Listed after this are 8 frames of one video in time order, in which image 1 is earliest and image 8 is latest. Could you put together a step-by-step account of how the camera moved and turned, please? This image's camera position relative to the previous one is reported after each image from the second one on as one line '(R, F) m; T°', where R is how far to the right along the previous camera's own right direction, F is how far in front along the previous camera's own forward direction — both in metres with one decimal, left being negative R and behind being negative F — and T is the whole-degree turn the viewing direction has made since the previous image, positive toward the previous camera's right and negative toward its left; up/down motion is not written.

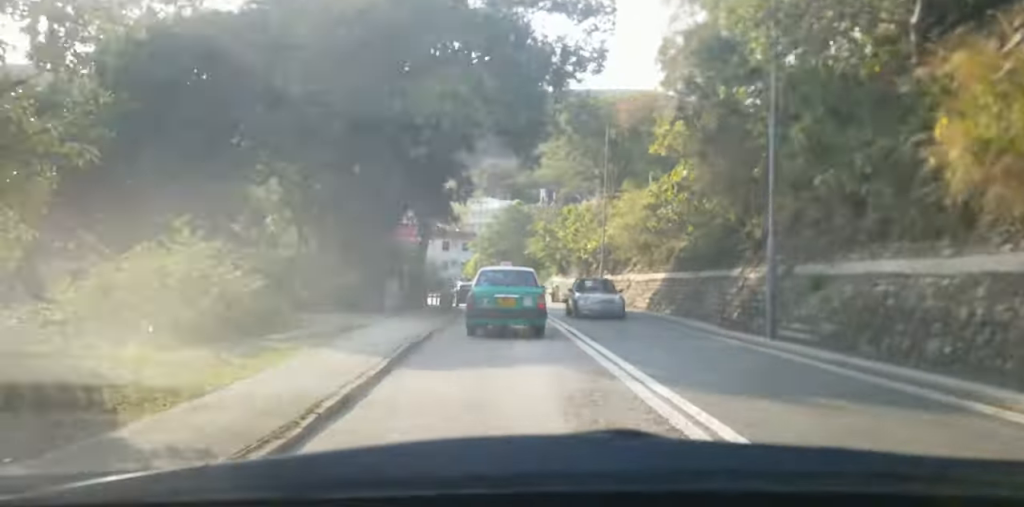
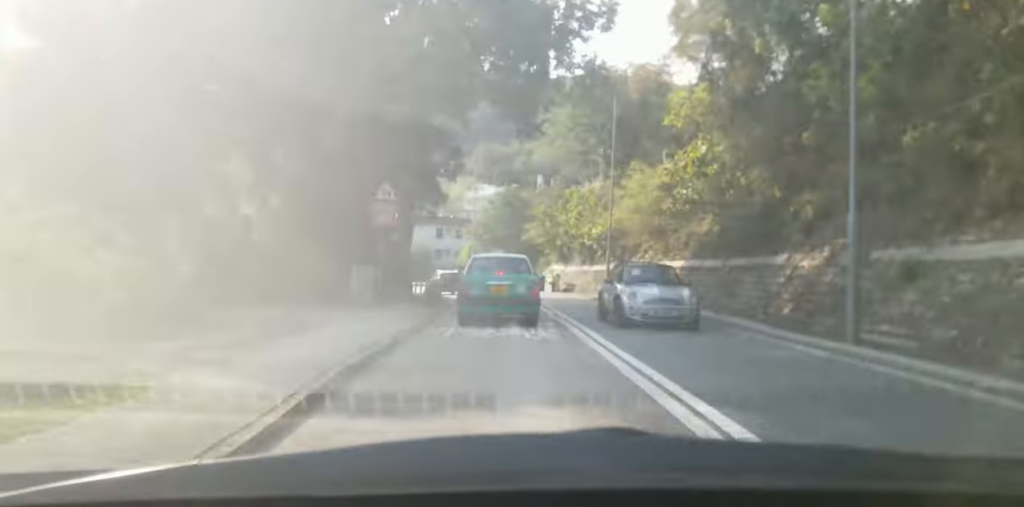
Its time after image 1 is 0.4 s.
(-0.1, +4.2) m; -1°
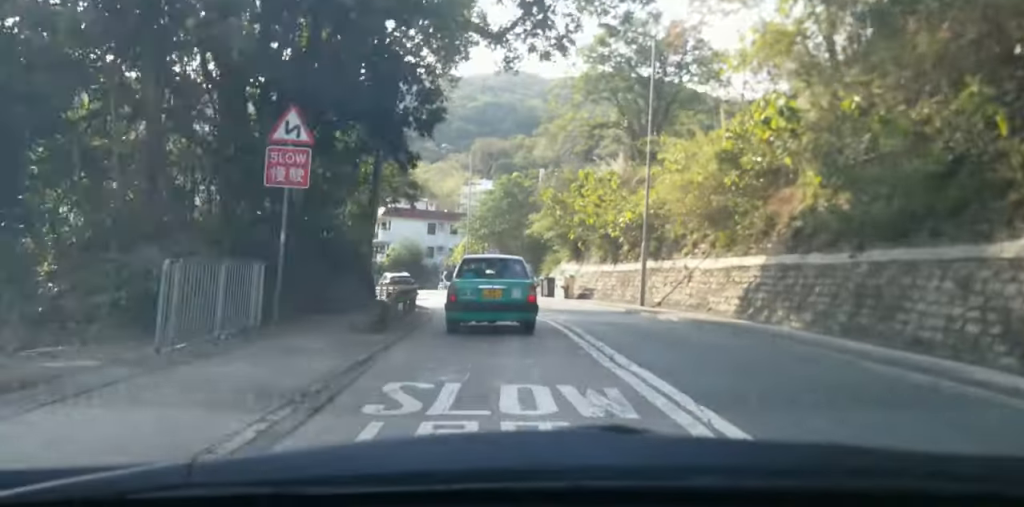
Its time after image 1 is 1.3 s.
(-0.2, +9.0) m; -1°
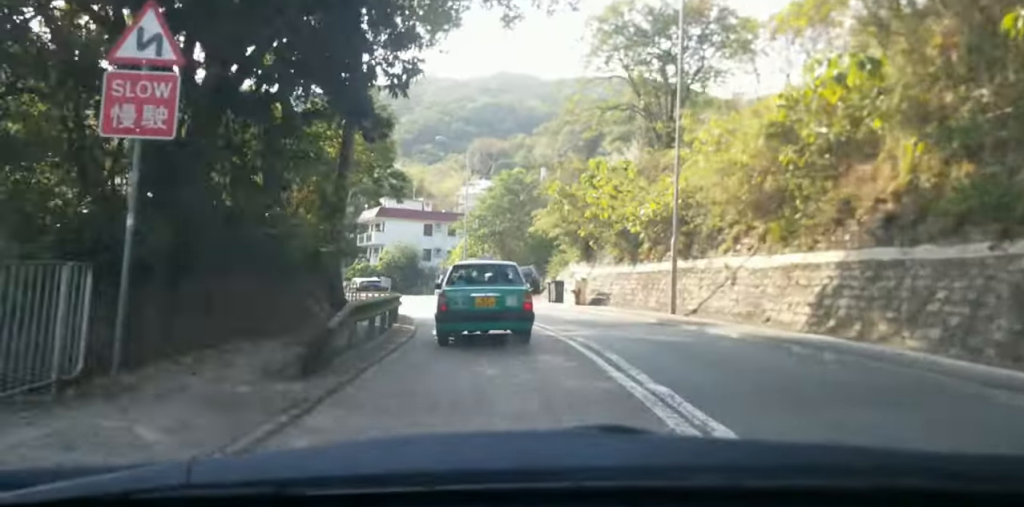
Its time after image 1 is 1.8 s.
(0.0, +4.8) m; 0°
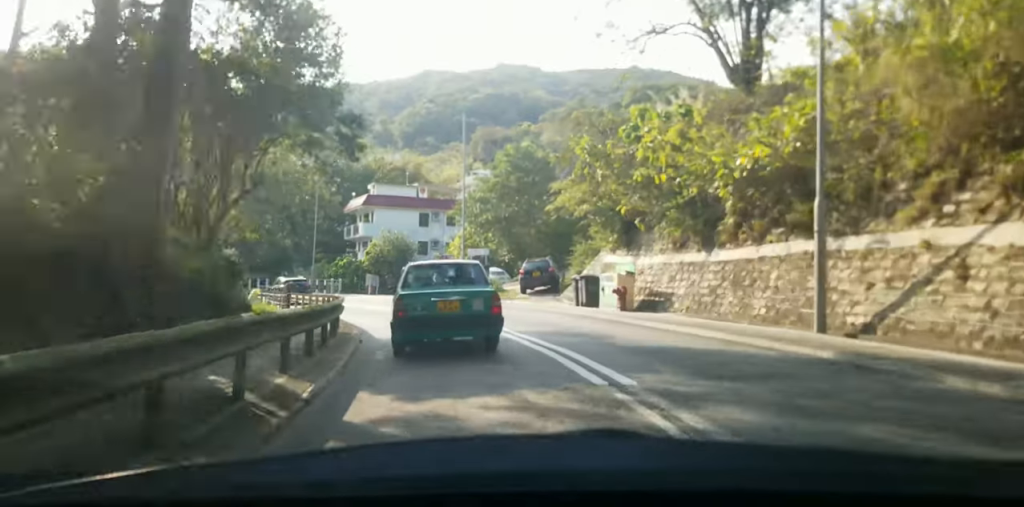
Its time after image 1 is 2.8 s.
(0.0, +10.3) m; 0°
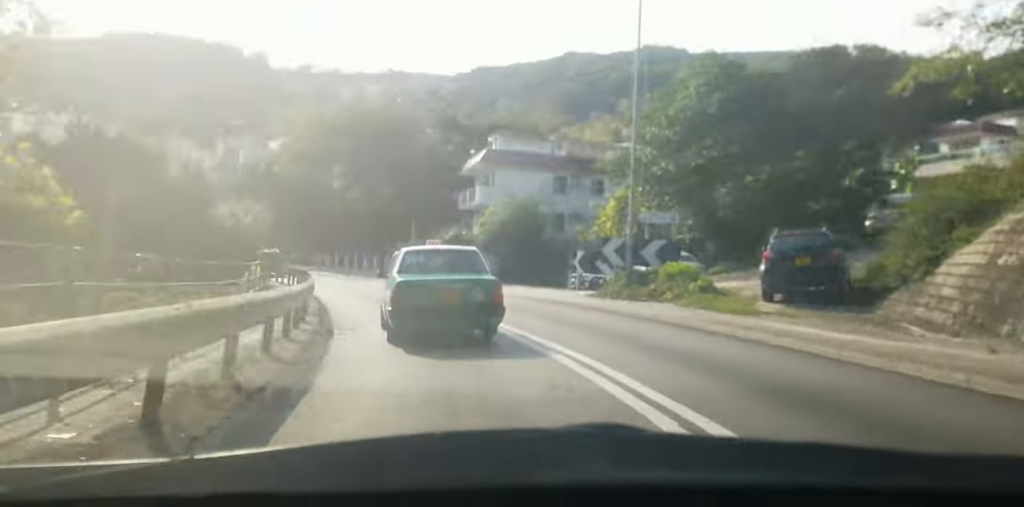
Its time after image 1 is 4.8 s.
(-0.6, +18.8) m; -7°
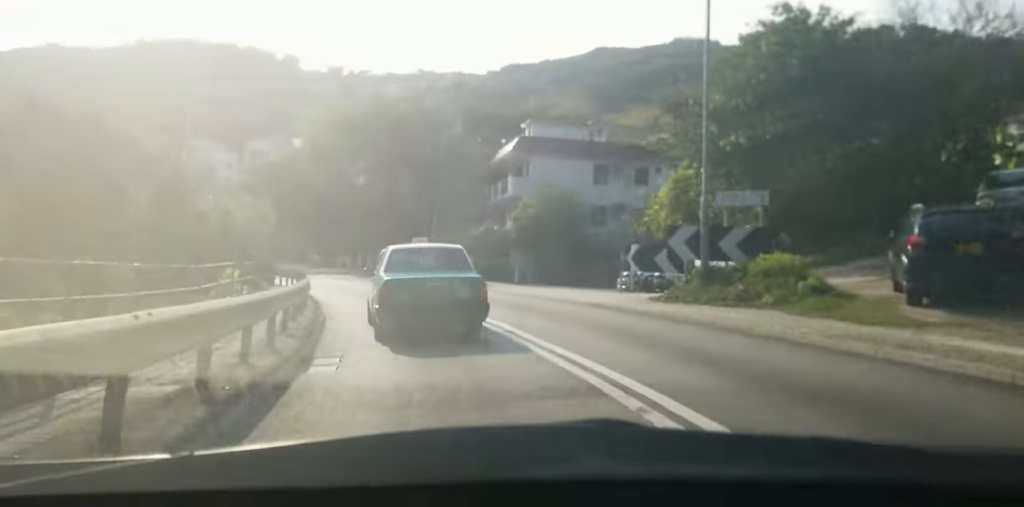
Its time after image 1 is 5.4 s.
(-0.1, +4.5) m; -3°
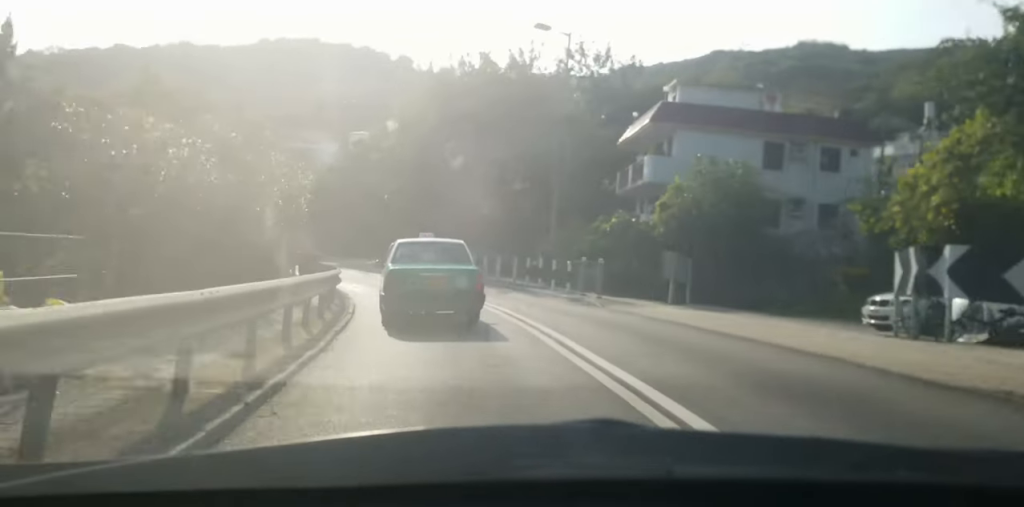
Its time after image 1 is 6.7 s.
(-0.9, +11.2) m; -8°
